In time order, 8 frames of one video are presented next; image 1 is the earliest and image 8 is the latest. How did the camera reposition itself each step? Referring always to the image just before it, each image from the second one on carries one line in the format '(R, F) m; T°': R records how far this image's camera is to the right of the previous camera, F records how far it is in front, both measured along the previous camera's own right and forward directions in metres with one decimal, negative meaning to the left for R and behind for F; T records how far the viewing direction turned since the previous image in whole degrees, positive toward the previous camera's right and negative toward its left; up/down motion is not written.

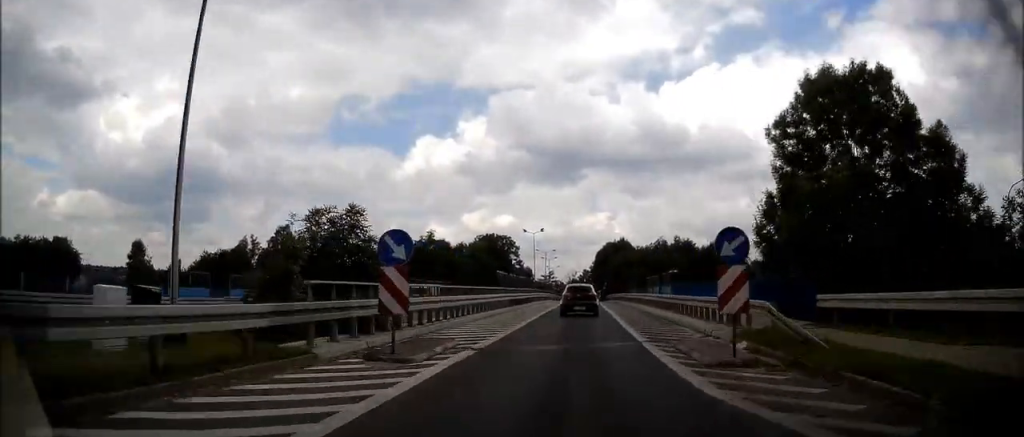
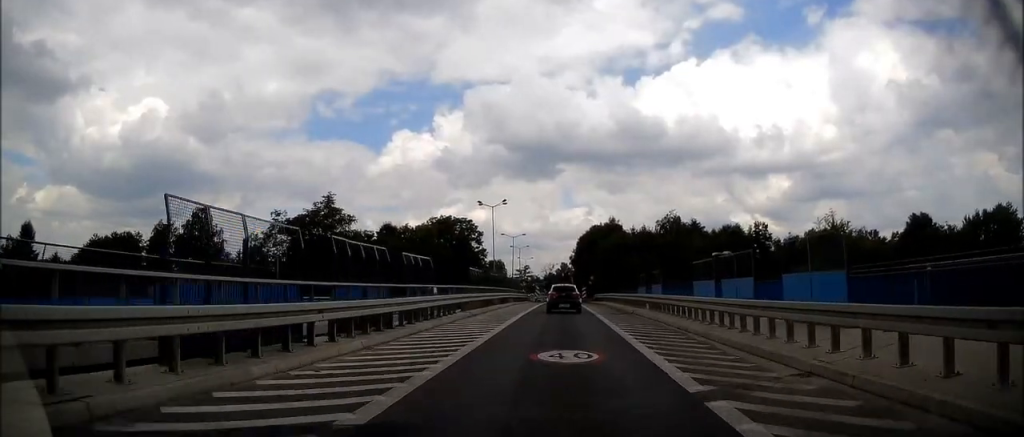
(+0.1, +28.9) m; 0°
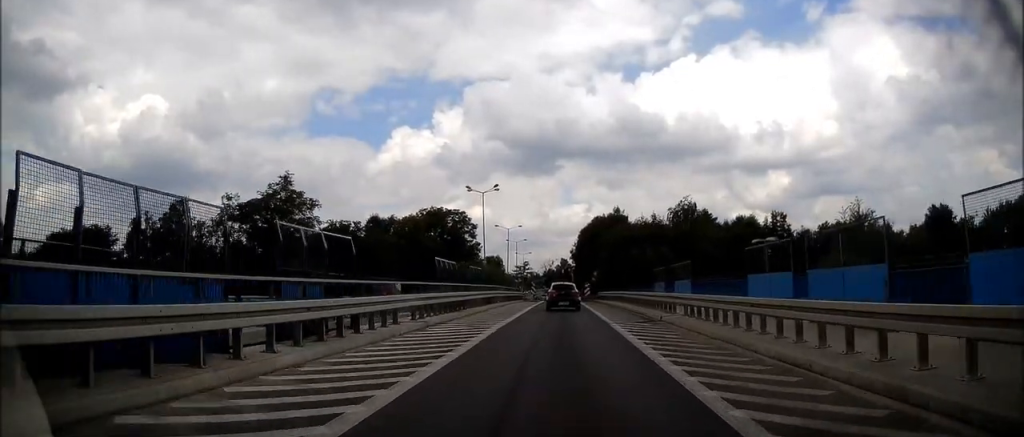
(-0.1, +8.5) m; 0°
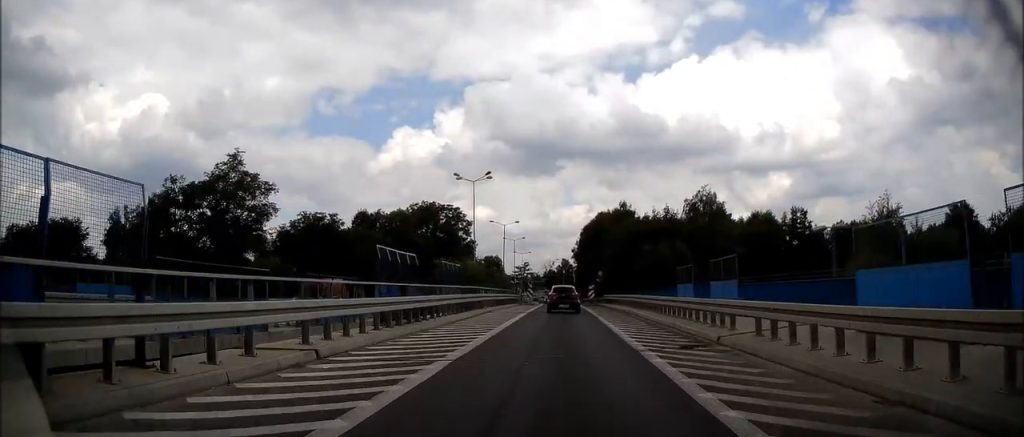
(+0.1, +7.7) m; +1°
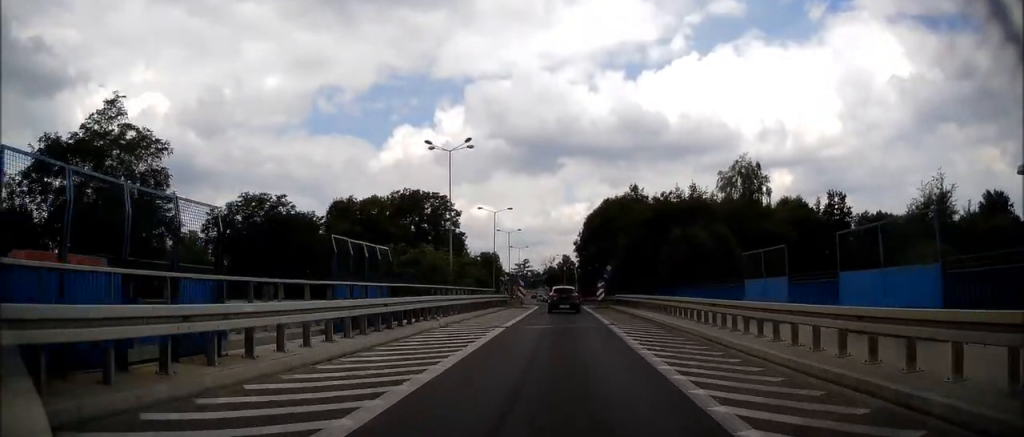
(+0.1, +12.2) m; +1°
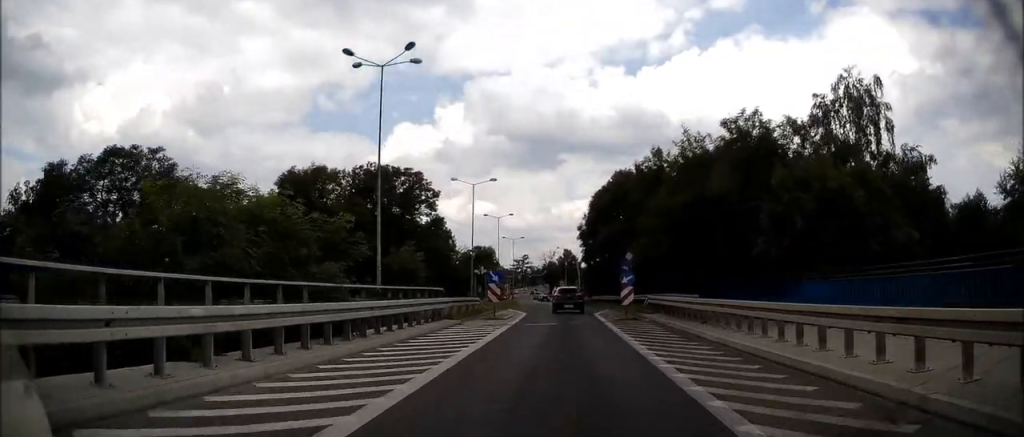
(+0.4, +17.5) m; +1°
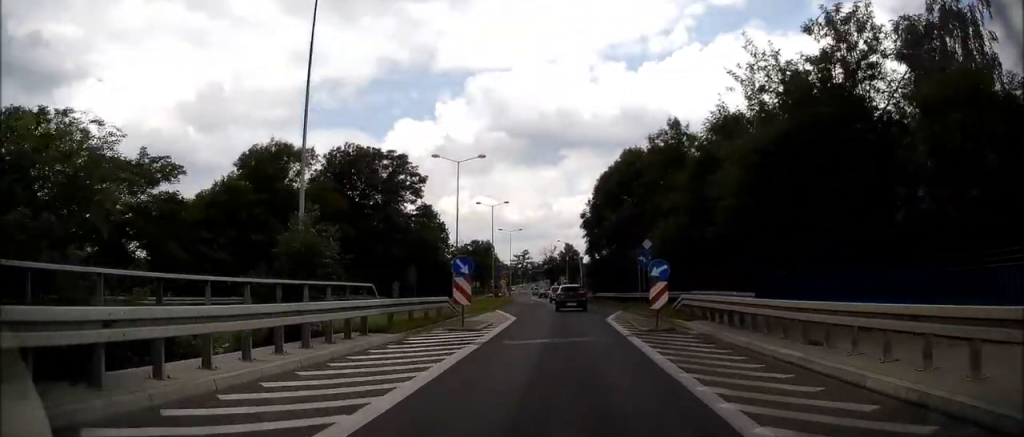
(-0.1, +8.3) m; -1°
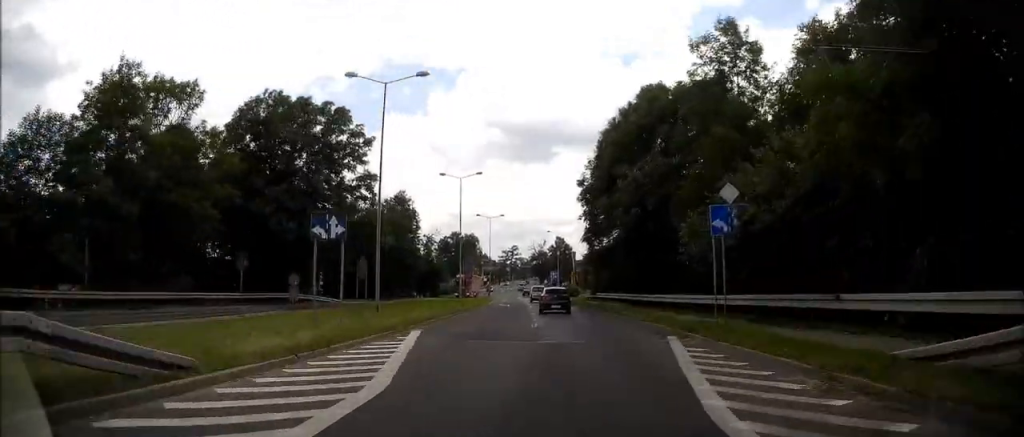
(-0.4, +17.6) m; -1°
